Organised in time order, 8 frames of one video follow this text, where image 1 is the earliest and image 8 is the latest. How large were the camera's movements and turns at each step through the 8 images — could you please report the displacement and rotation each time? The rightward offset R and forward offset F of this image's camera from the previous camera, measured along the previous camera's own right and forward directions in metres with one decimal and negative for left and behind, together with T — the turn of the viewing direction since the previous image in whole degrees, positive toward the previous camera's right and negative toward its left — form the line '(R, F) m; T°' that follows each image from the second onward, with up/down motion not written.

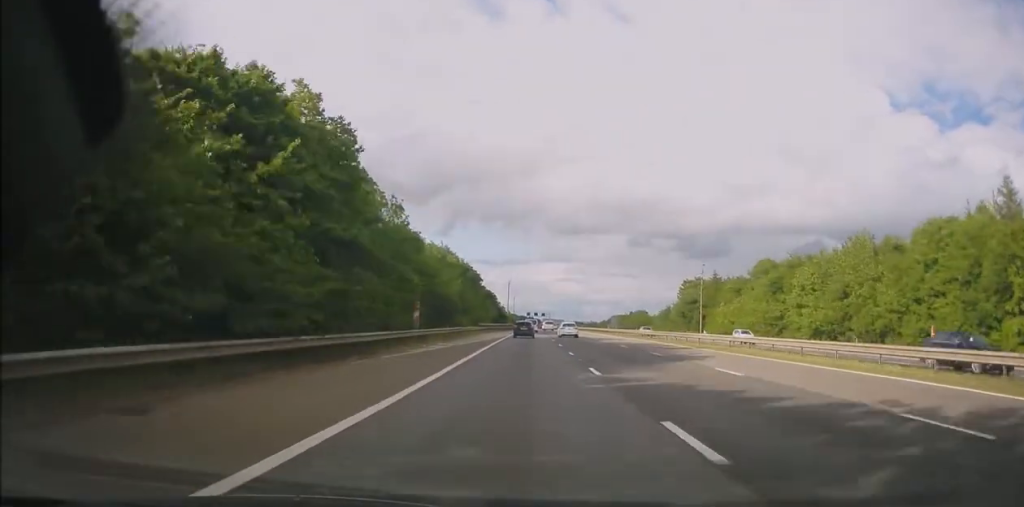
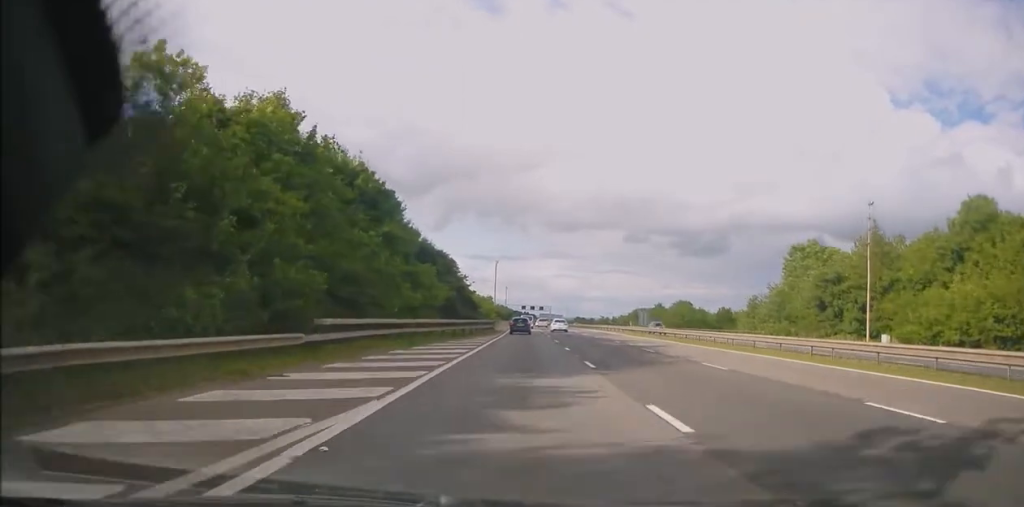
(-0.4, +54.9) m; 0°
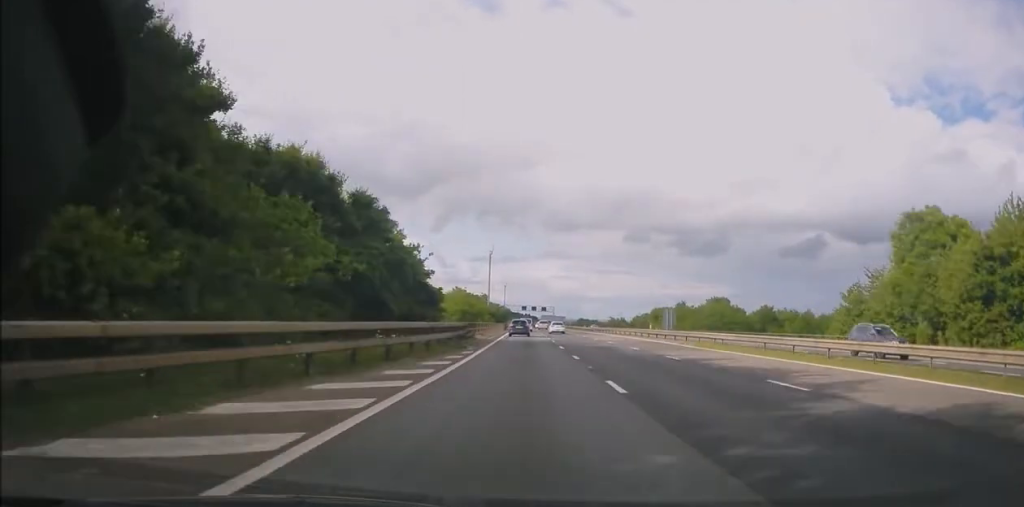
(+0.1, +24.0) m; 0°
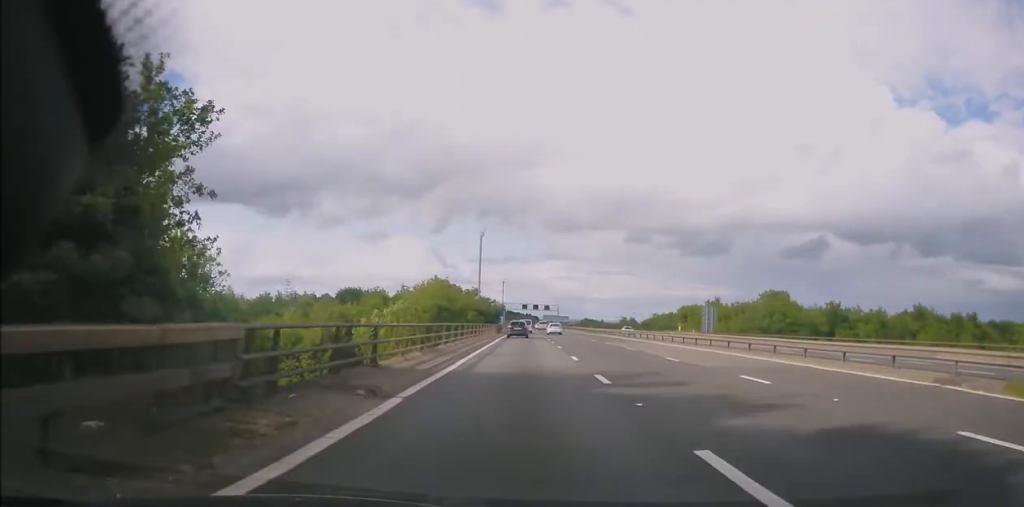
(+0.1, +25.0) m; 0°
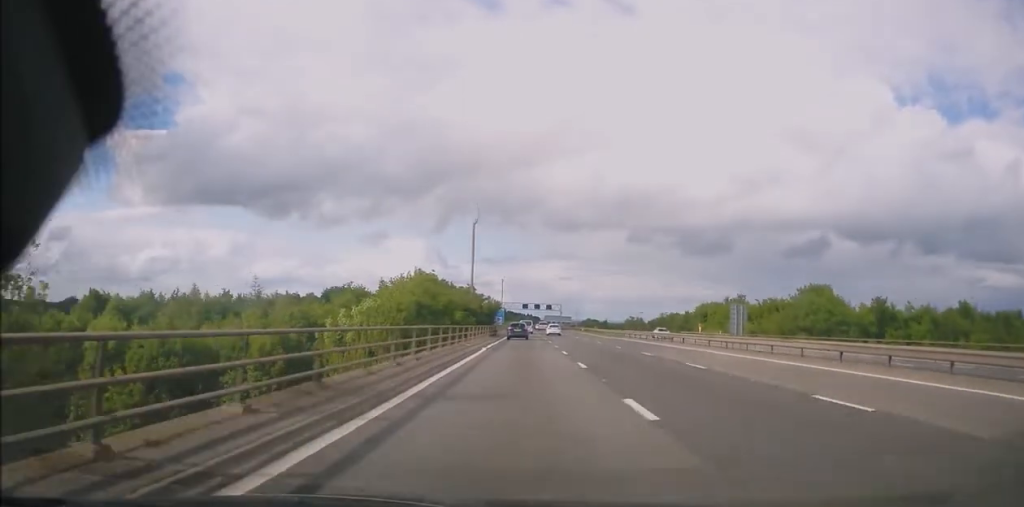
(0.0, +12.5) m; 0°
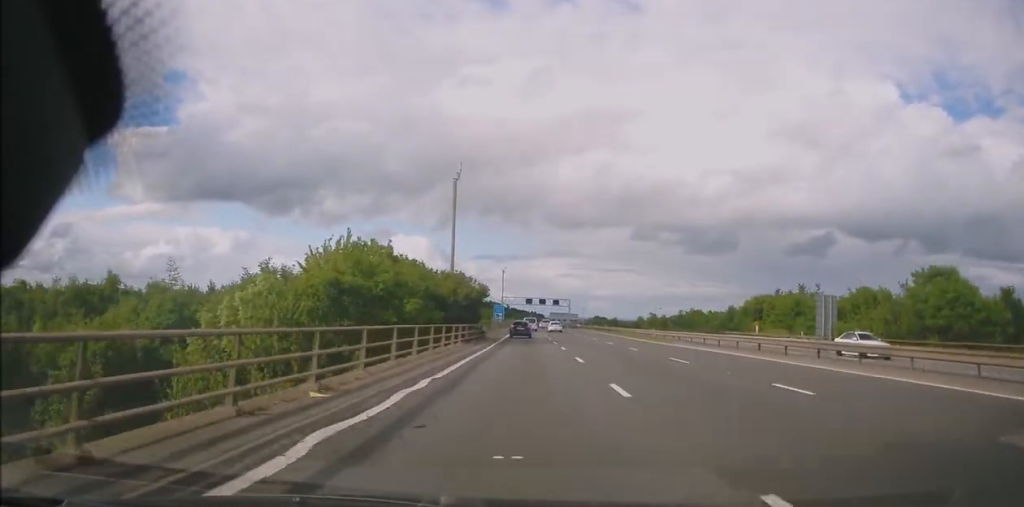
(-0.2, +23.4) m; -1°
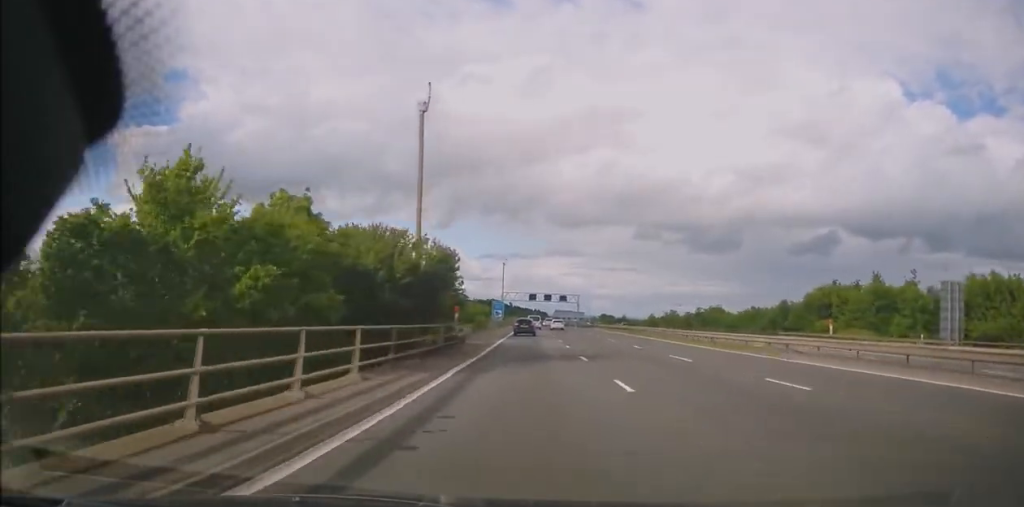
(0.0, +18.6) m; 0°
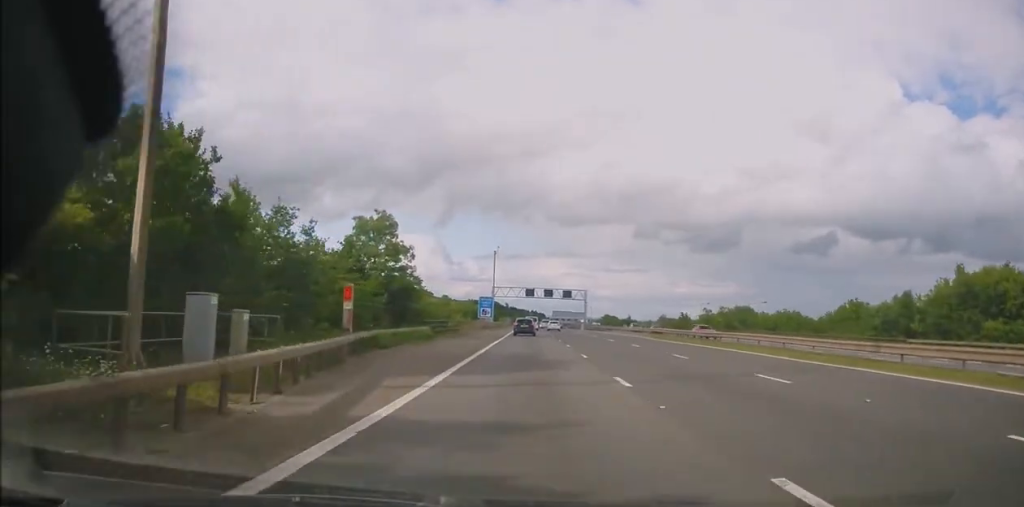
(+0.2, +26.8) m; +1°
